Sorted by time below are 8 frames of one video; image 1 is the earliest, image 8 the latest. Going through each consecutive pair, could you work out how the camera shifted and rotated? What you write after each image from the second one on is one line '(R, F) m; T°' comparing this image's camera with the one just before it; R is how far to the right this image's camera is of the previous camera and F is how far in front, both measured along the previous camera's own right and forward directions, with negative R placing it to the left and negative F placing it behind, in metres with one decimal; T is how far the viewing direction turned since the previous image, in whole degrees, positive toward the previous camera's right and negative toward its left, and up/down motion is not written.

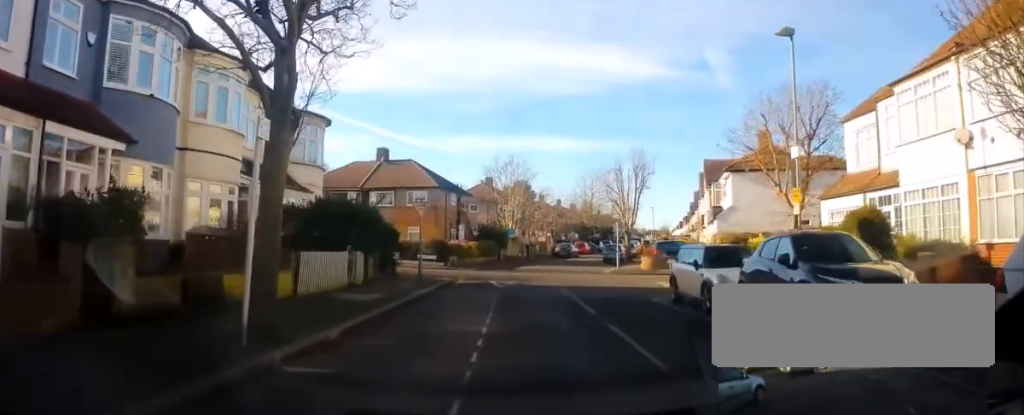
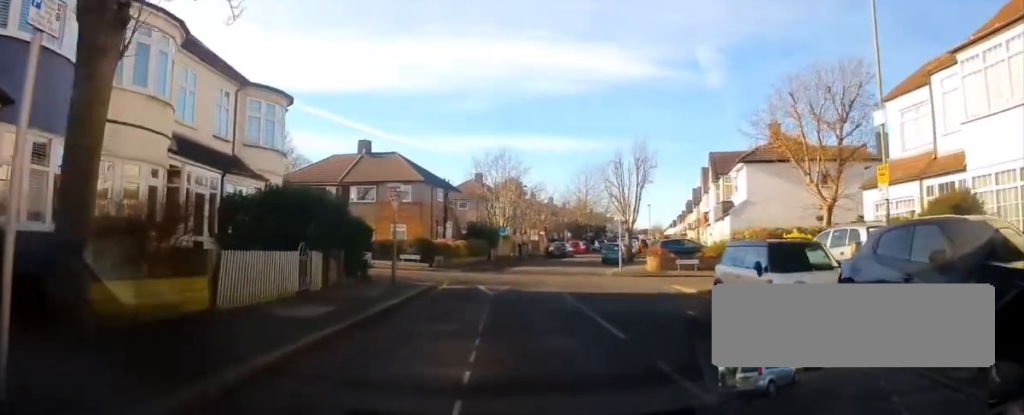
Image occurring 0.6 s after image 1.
(-0.1, +3.6) m; +1°
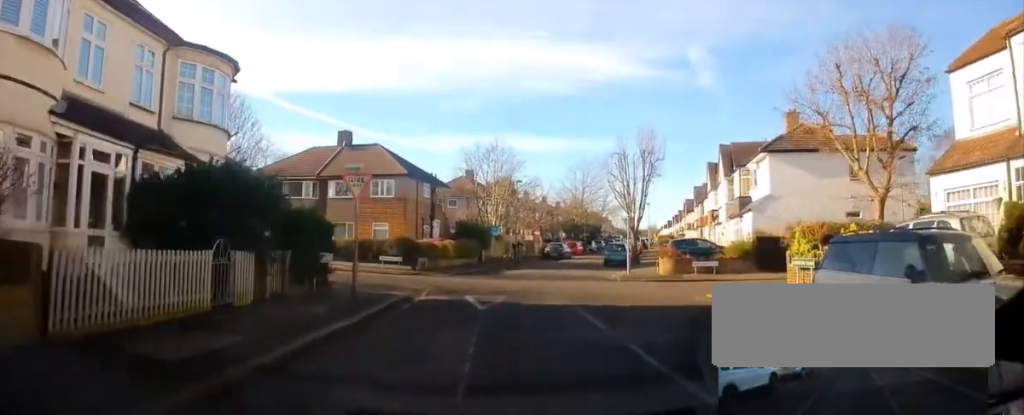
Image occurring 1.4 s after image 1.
(+0.3, +4.0) m; +3°
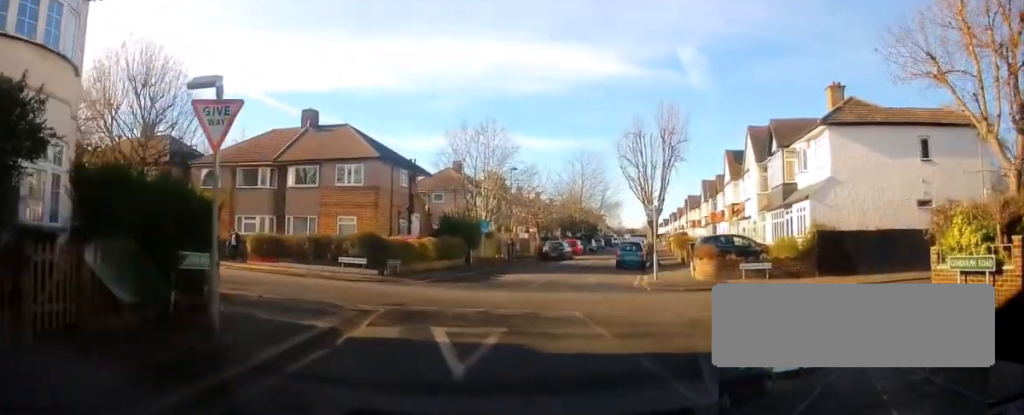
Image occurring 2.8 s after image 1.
(+0.2, +6.8) m; +5°
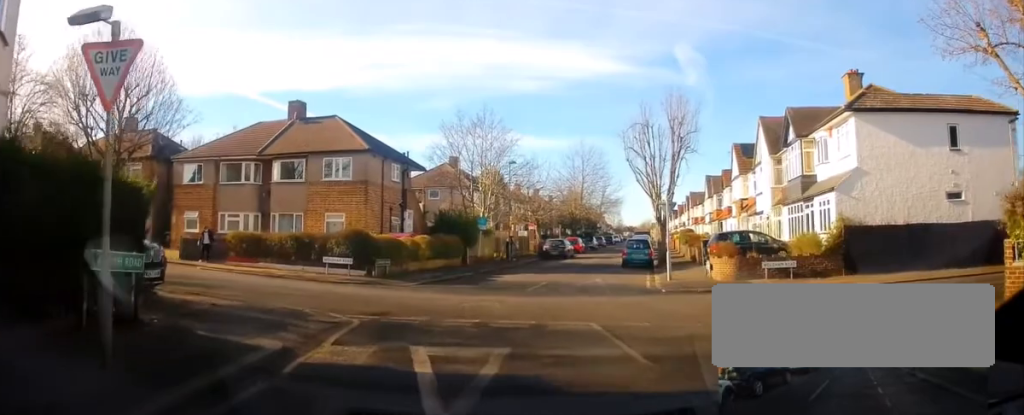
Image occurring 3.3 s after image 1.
(+0.3, +2.3) m; 0°
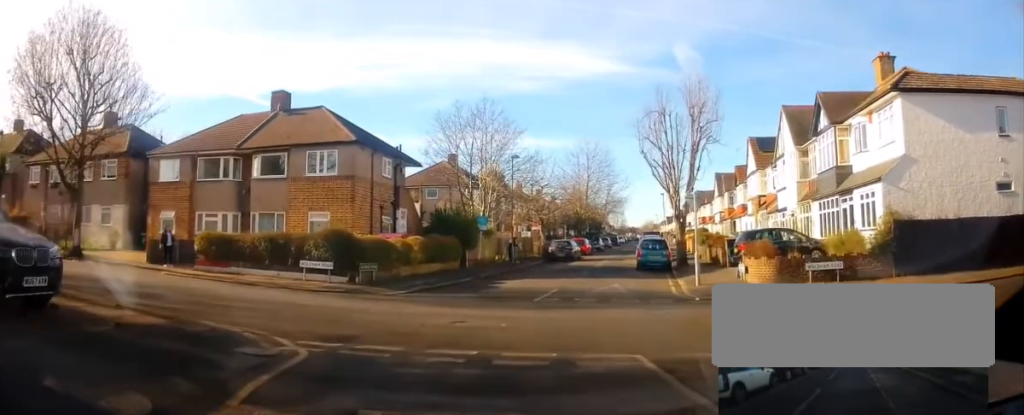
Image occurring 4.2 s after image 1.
(-0.3, +3.1) m; -1°
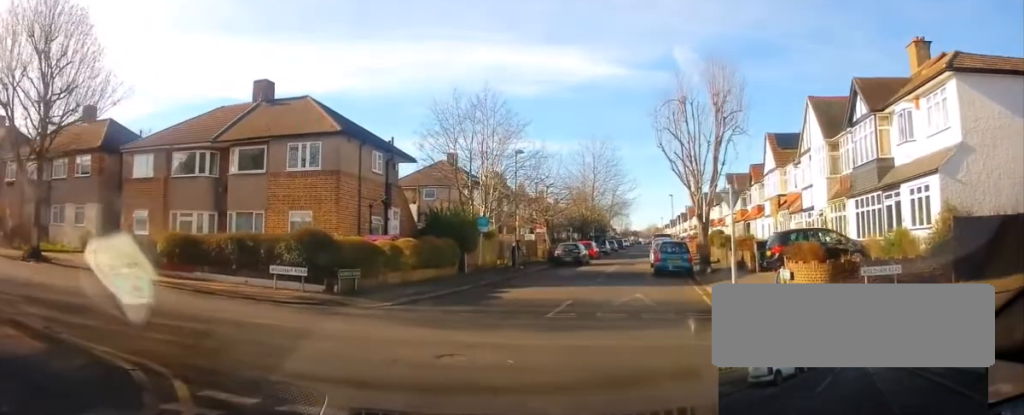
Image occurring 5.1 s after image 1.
(+0.2, +3.0) m; -1°
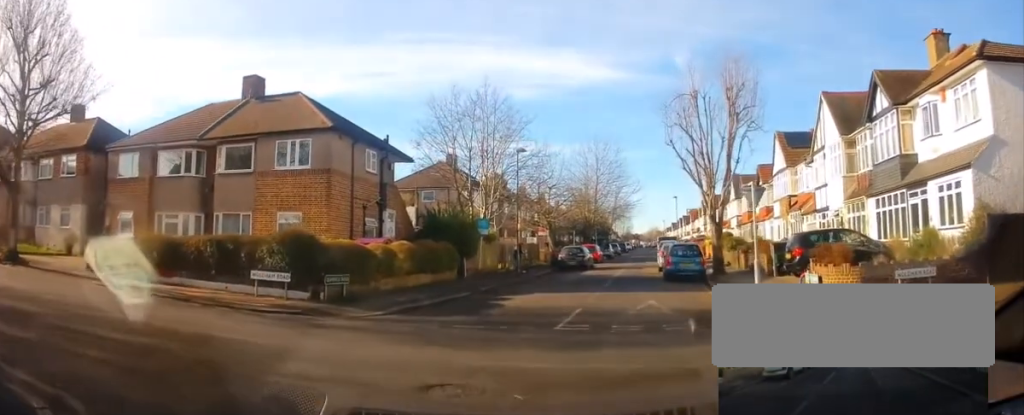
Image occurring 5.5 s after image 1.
(+0.1, +1.5) m; -1°
